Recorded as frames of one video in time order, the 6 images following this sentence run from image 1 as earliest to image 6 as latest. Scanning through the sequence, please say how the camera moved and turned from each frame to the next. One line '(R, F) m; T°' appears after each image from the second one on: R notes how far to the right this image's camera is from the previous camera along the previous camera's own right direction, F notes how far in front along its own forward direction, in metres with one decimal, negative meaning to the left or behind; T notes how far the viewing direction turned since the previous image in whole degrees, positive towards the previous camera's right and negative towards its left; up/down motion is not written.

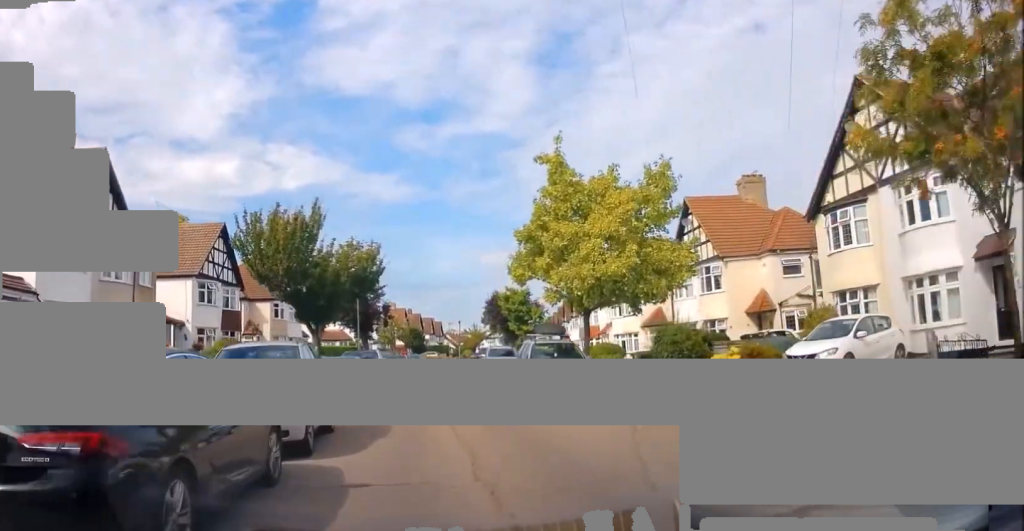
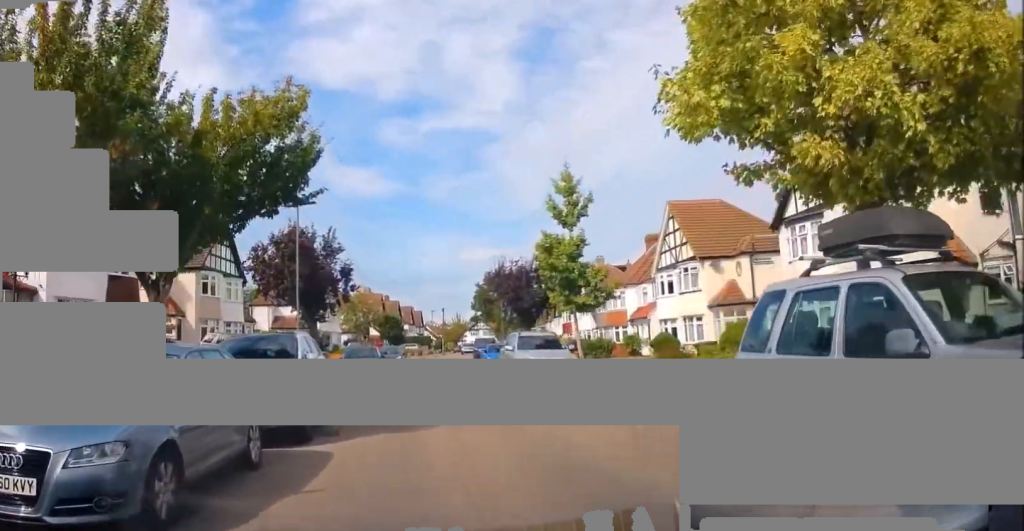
(-0.6, +14.8) m; +1°
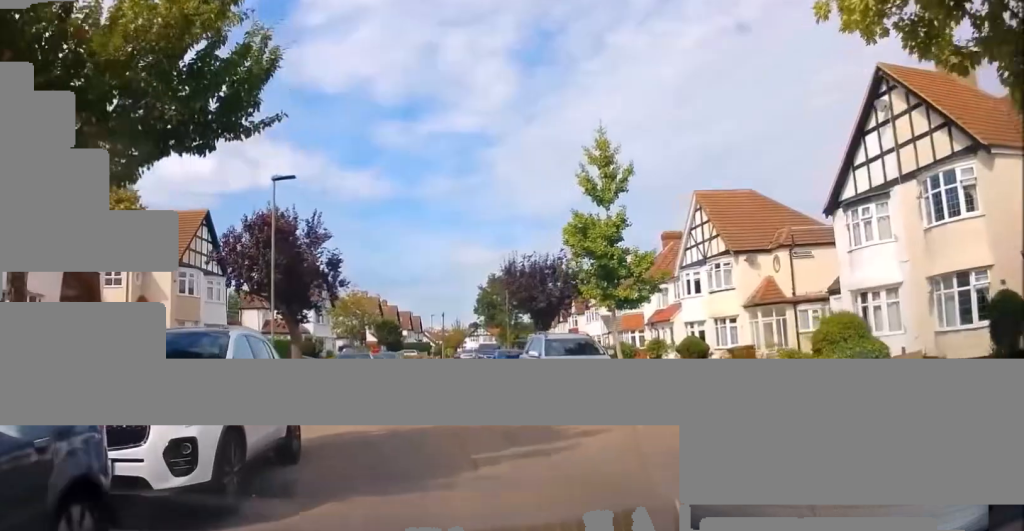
(+0.1, +4.0) m; +1°
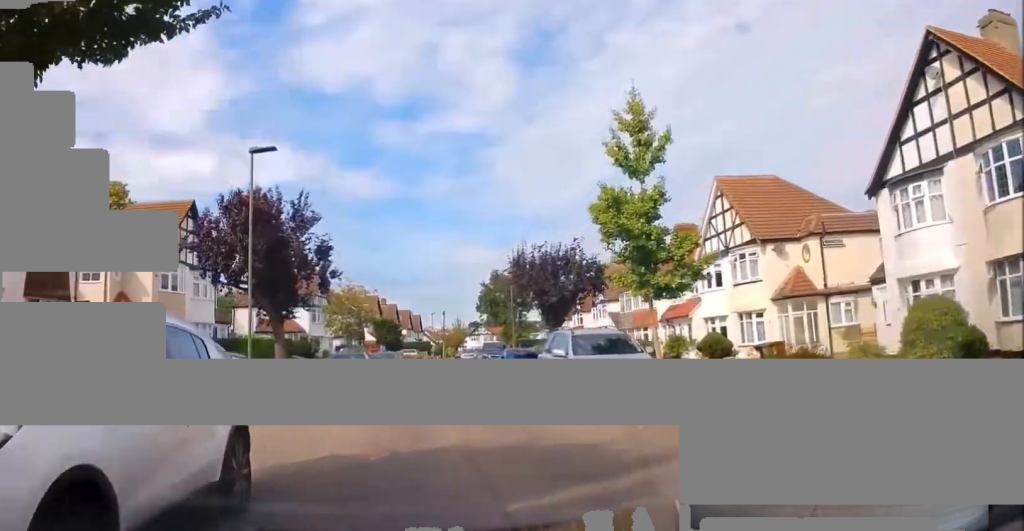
(+0.2, +2.8) m; -2°
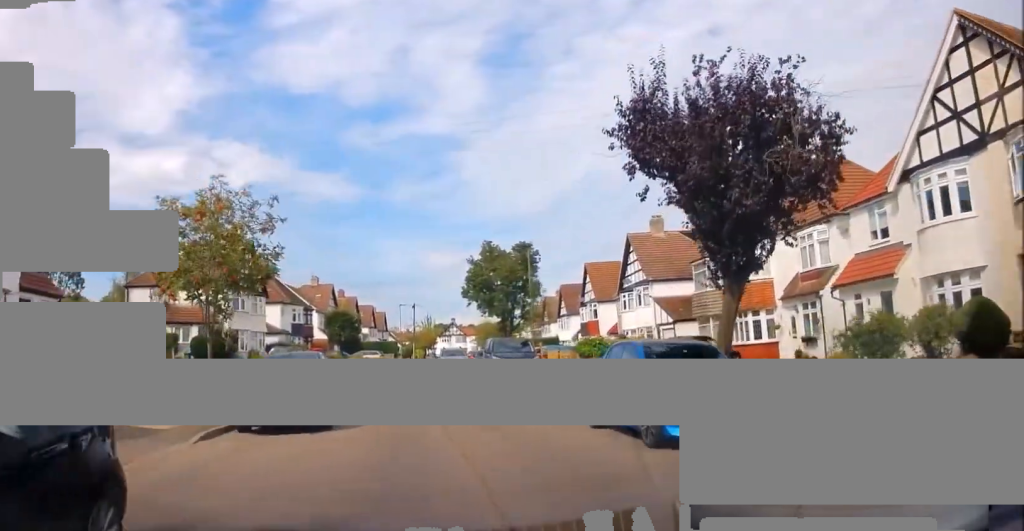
(-0.5, +18.5) m; +5°
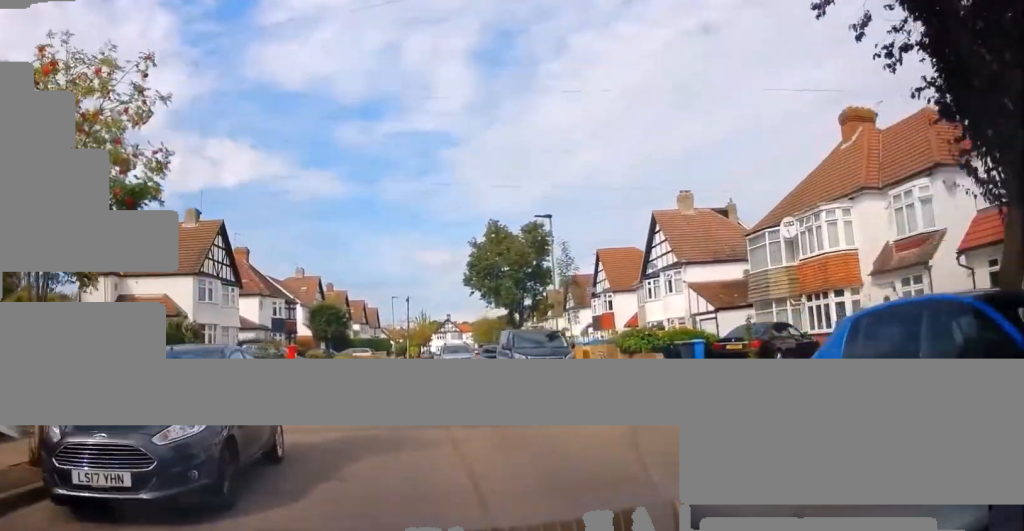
(+0.1, +6.6) m; +1°
